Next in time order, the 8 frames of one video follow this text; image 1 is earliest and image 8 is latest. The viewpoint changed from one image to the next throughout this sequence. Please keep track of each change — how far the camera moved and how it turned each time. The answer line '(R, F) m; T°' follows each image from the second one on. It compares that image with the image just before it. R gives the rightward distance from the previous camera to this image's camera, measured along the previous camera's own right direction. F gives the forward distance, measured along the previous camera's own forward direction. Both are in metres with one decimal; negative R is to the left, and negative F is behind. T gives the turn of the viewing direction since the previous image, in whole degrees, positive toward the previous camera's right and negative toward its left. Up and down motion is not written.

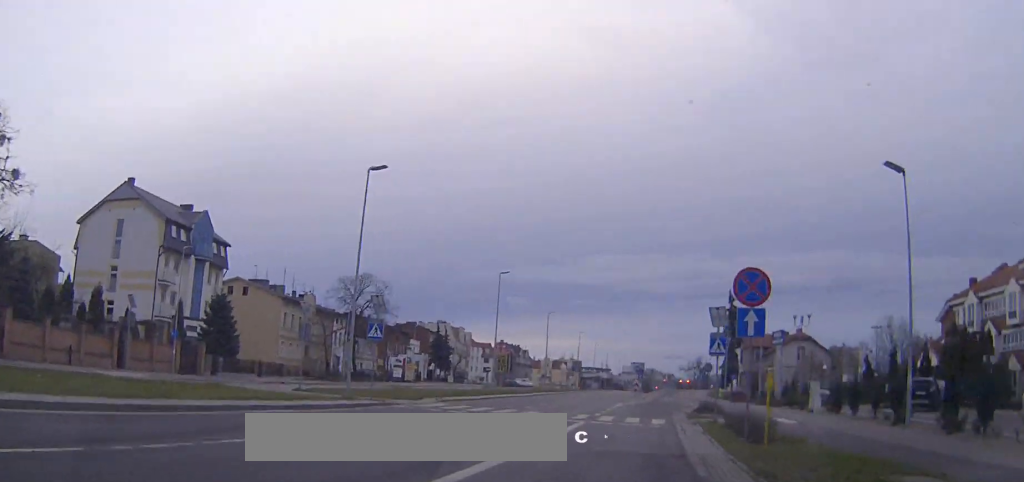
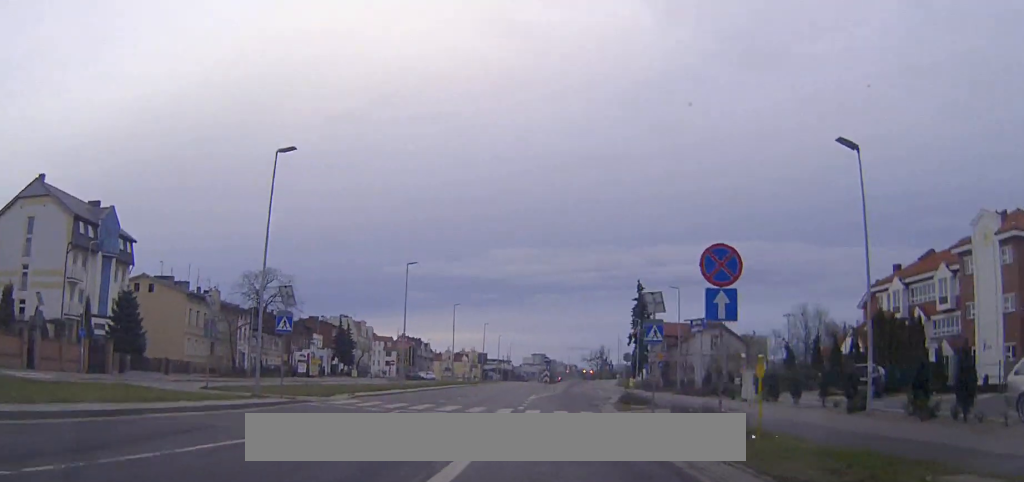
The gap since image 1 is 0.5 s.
(+0.2, +2.0) m; +7°
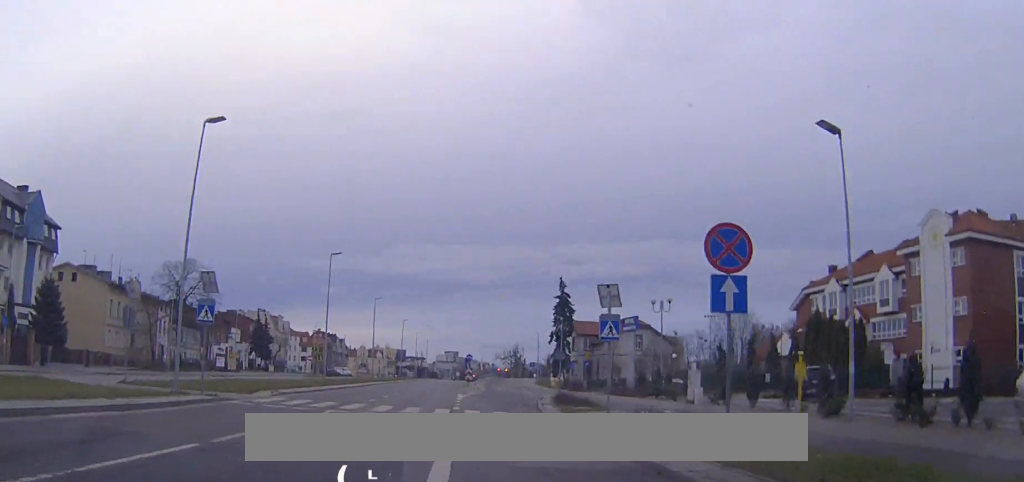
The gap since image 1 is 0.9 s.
(+0.2, +2.3) m; +6°
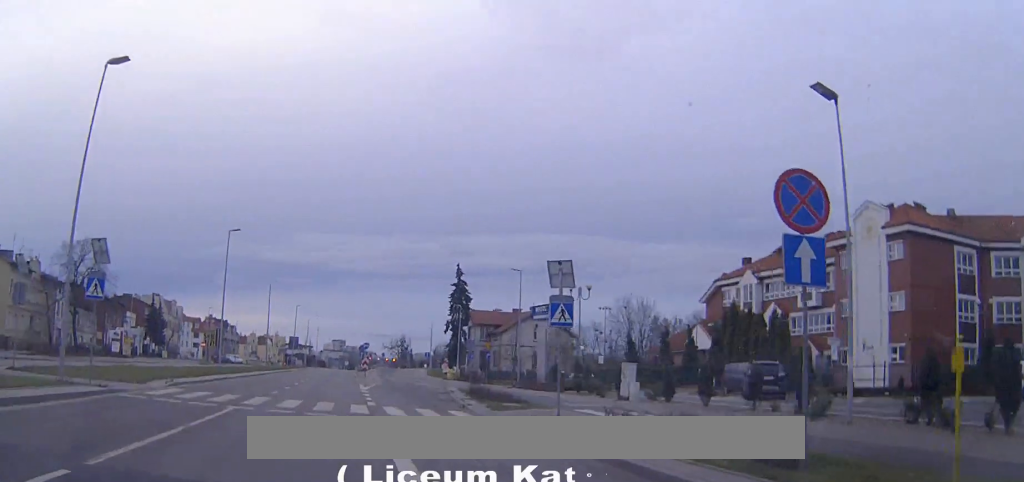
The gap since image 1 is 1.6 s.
(+0.1, +3.4) m; +7°
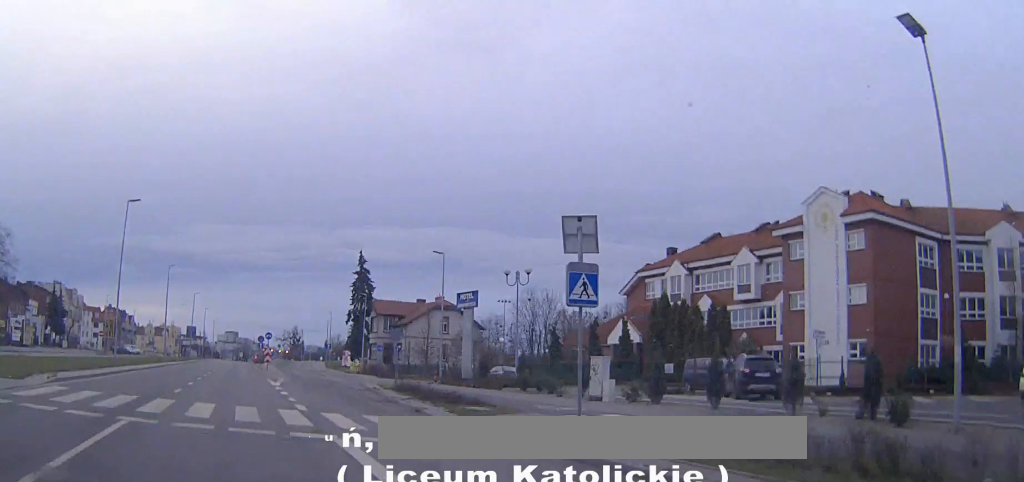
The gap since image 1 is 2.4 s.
(+0.5, +5.6) m; +8°
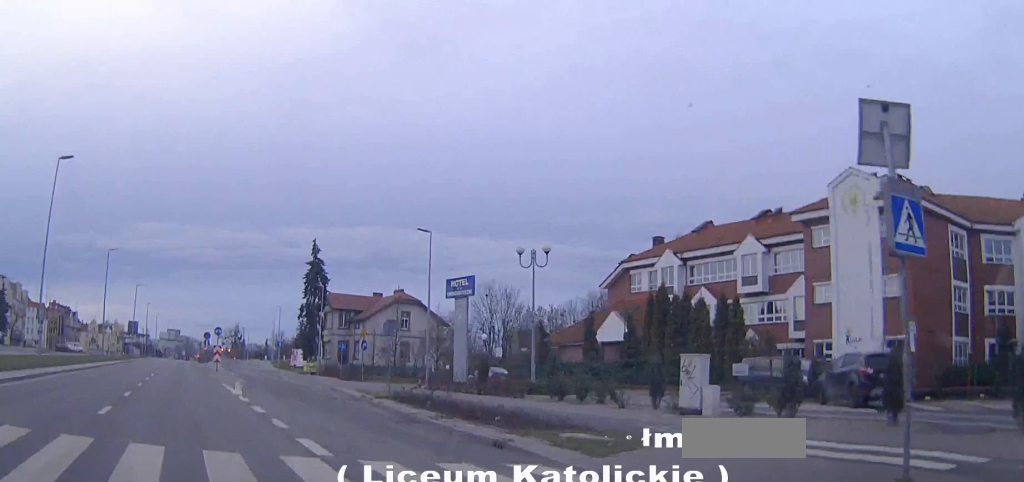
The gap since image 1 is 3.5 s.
(+0.6, +8.1) m; +6°
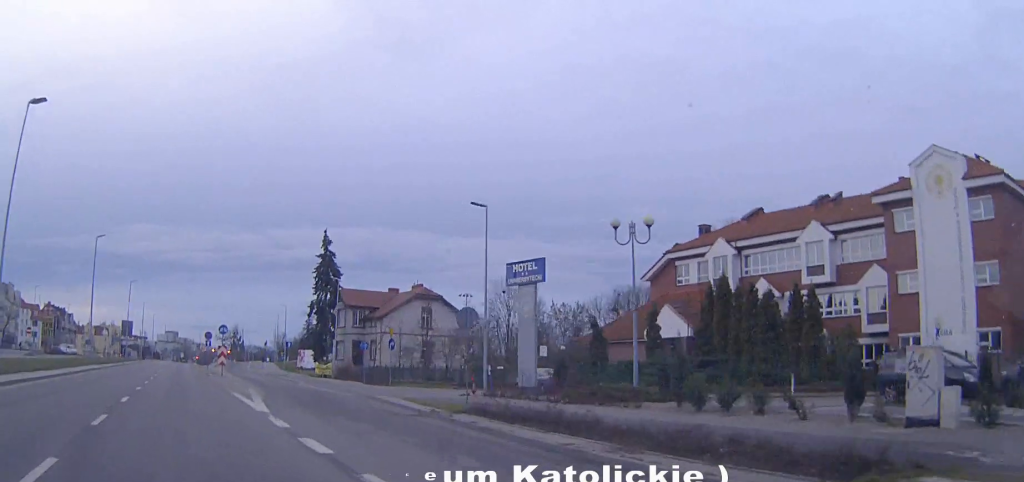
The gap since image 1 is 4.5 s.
(+0.2, +7.5) m; +1°
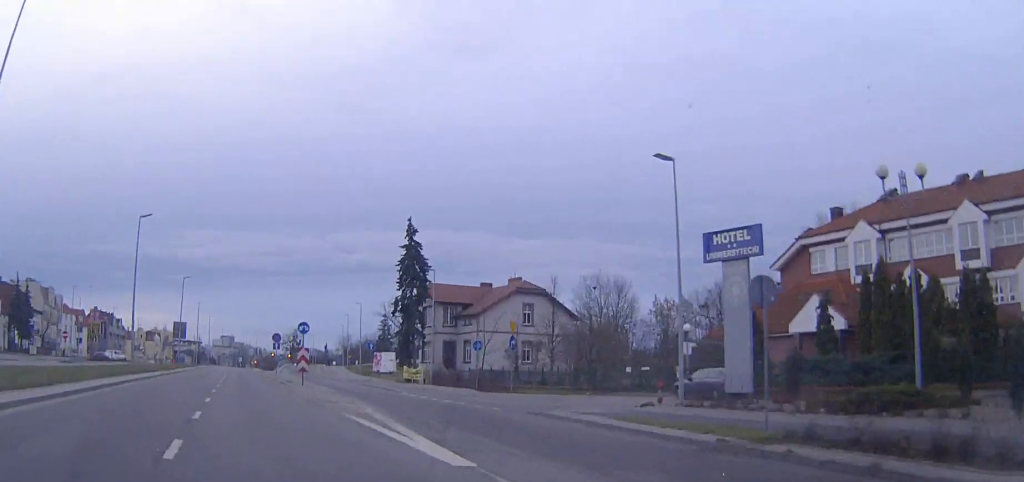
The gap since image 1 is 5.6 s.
(-0.1, +9.0) m; -3°
